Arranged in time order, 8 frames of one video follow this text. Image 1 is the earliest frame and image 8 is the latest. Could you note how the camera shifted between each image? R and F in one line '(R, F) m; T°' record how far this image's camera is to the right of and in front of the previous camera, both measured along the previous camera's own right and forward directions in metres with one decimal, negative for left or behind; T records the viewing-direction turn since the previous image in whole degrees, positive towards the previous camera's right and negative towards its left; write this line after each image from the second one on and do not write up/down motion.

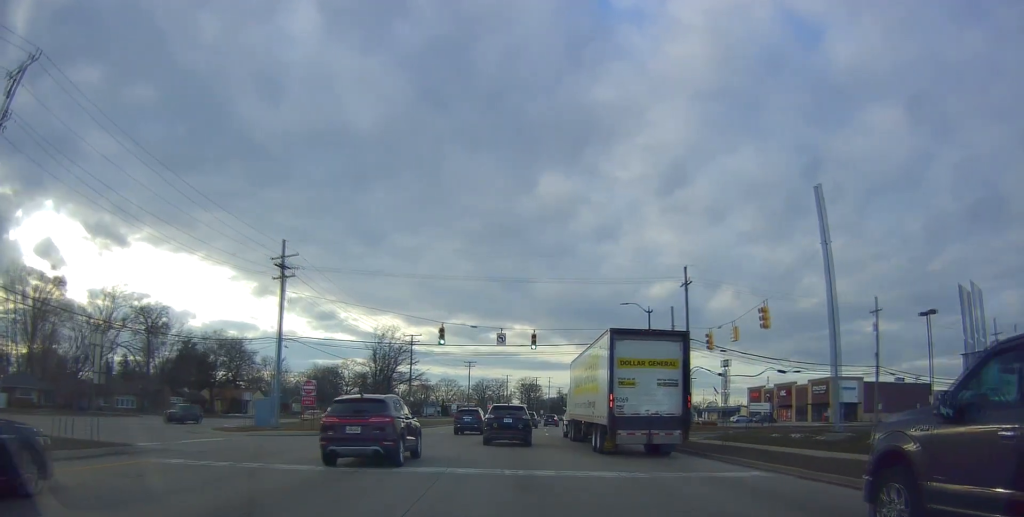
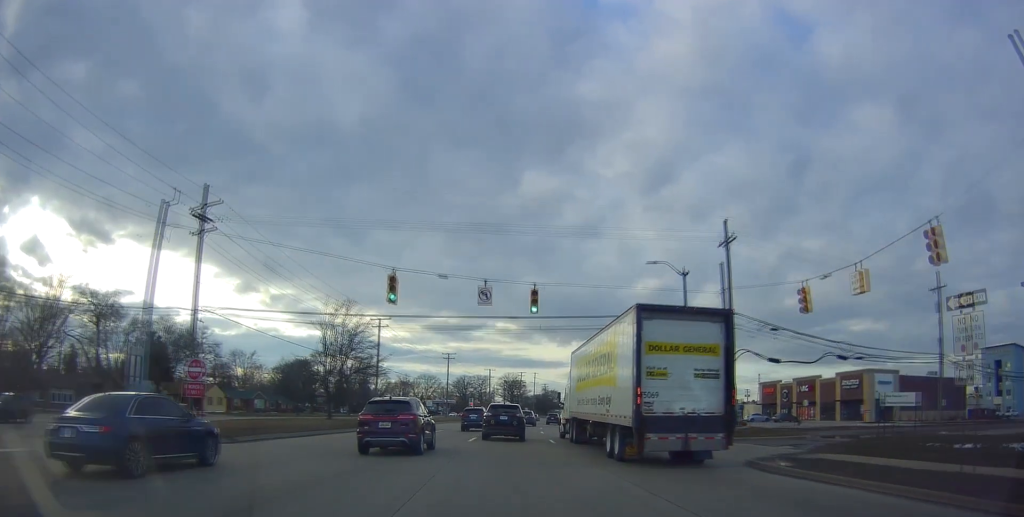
(+0.1, +13.0) m; 0°
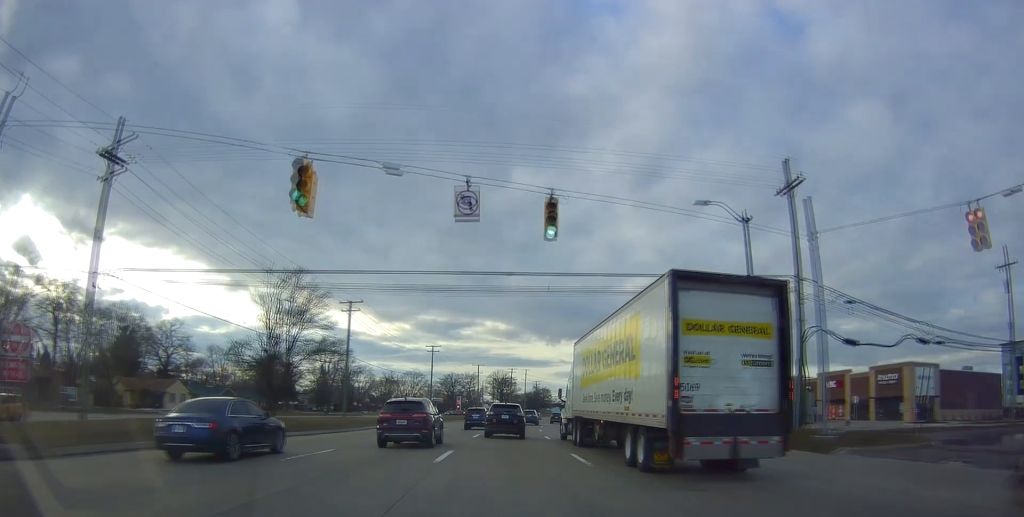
(-0.1, +10.8) m; 0°
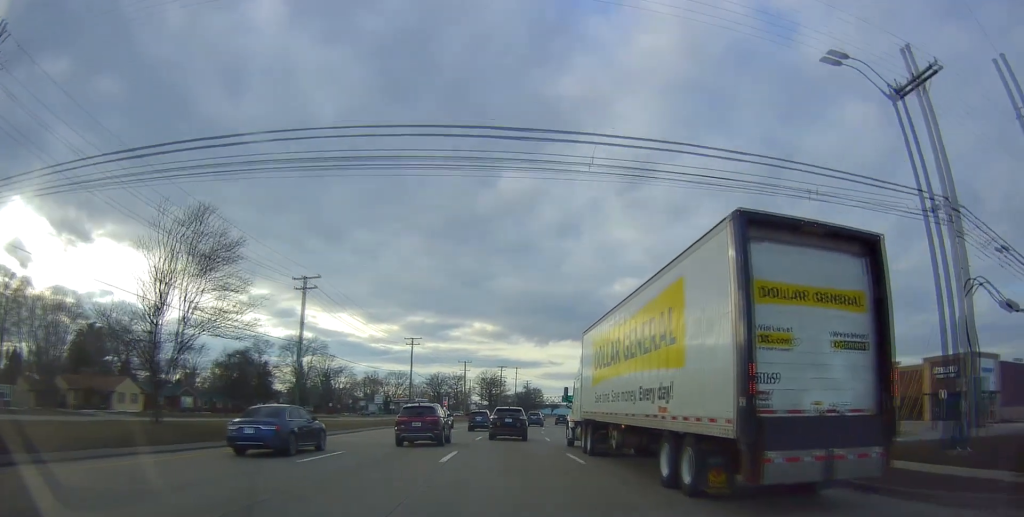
(+0.1, +12.8) m; +2°
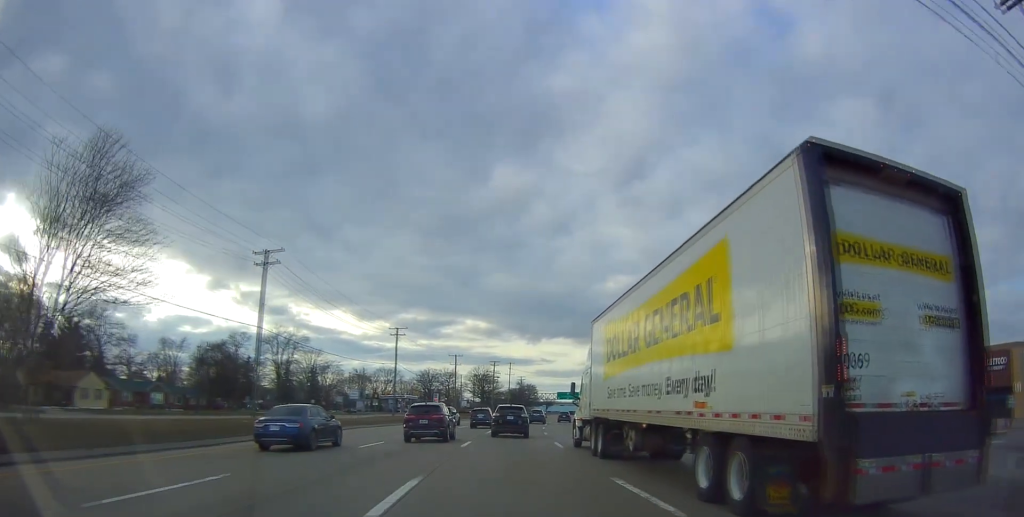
(+0.1, +8.1) m; +2°
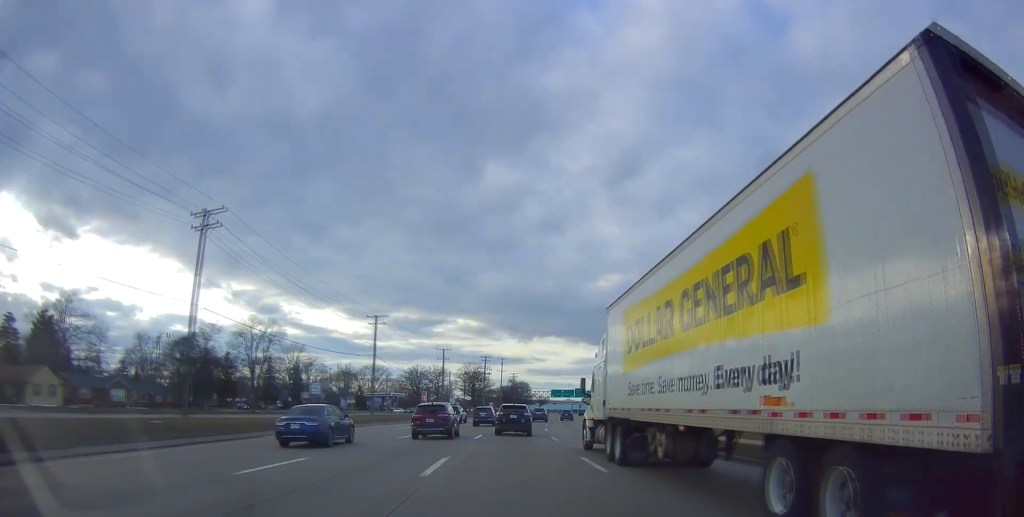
(+0.4, +9.5) m; +1°
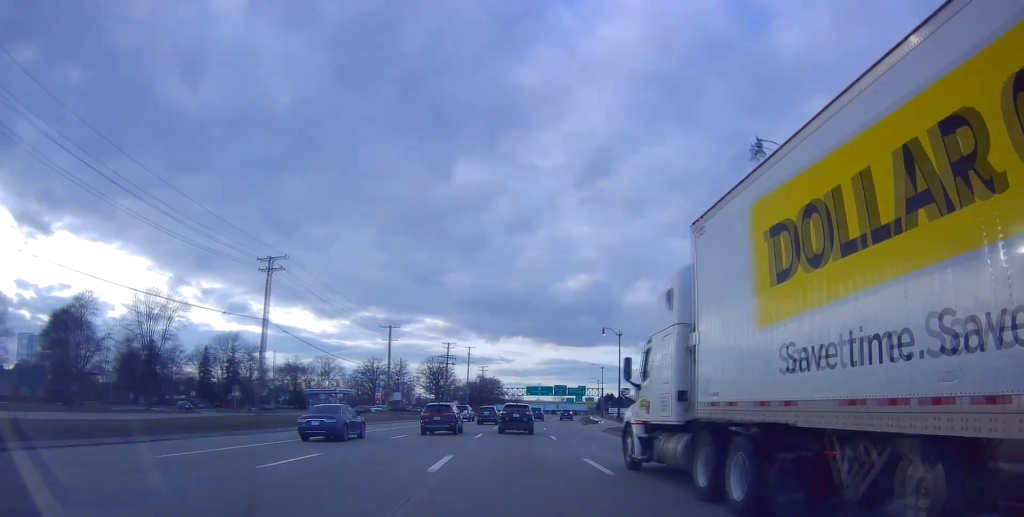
(+0.1, +28.8) m; +3°
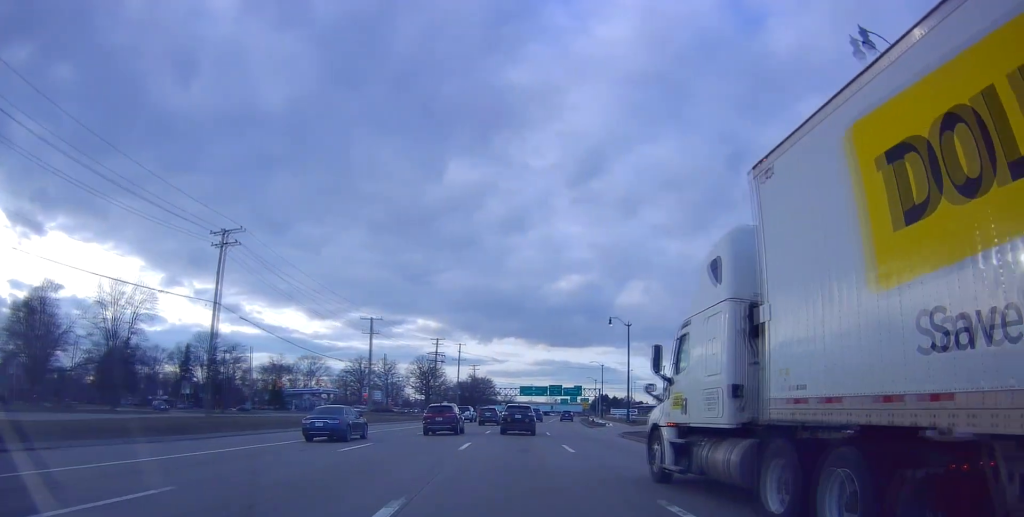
(+0.1, +7.9) m; +2°
